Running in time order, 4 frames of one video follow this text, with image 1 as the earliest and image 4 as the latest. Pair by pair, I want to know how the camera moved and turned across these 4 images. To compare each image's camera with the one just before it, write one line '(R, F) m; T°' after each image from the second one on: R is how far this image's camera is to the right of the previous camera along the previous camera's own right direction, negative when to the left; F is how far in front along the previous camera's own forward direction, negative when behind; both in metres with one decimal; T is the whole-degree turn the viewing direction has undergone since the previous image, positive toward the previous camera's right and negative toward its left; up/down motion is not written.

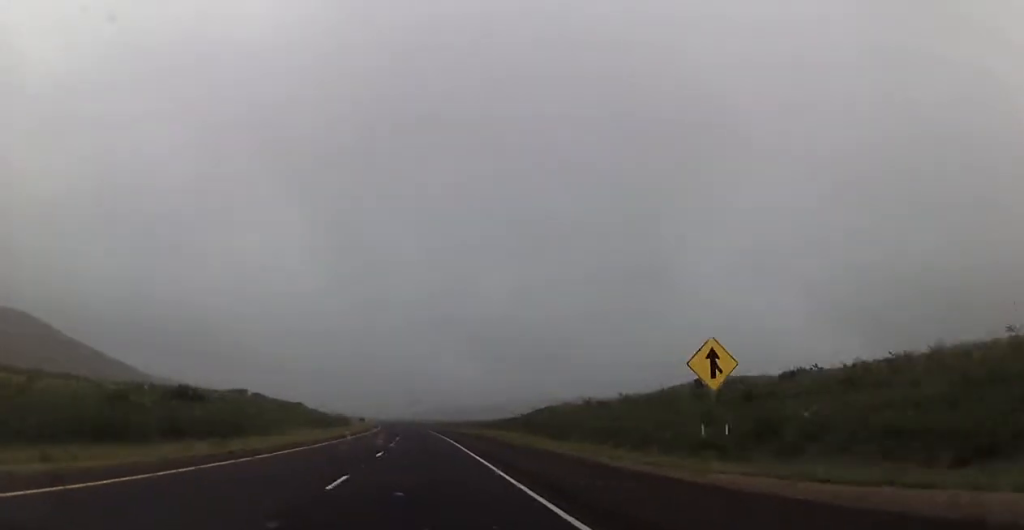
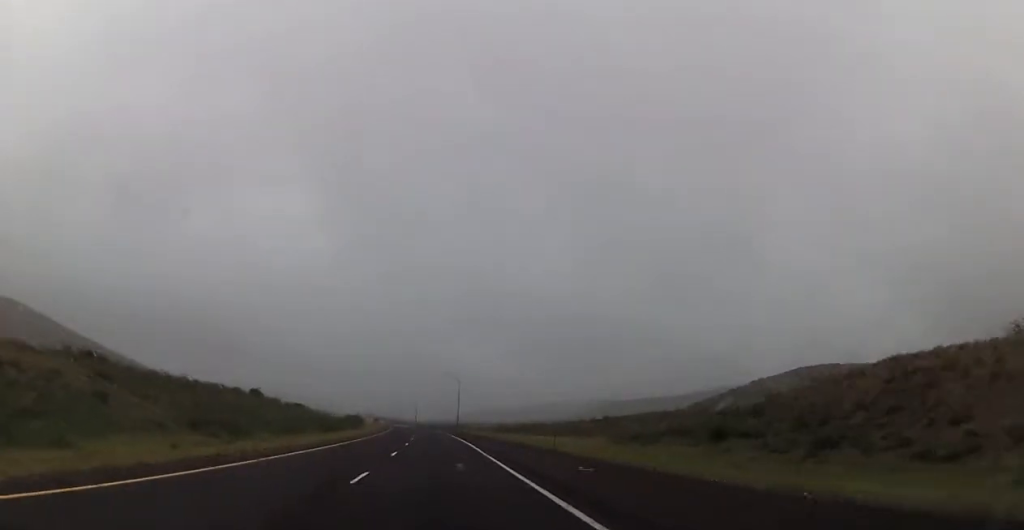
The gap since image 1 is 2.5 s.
(-3.7, +86.0) m; -4°
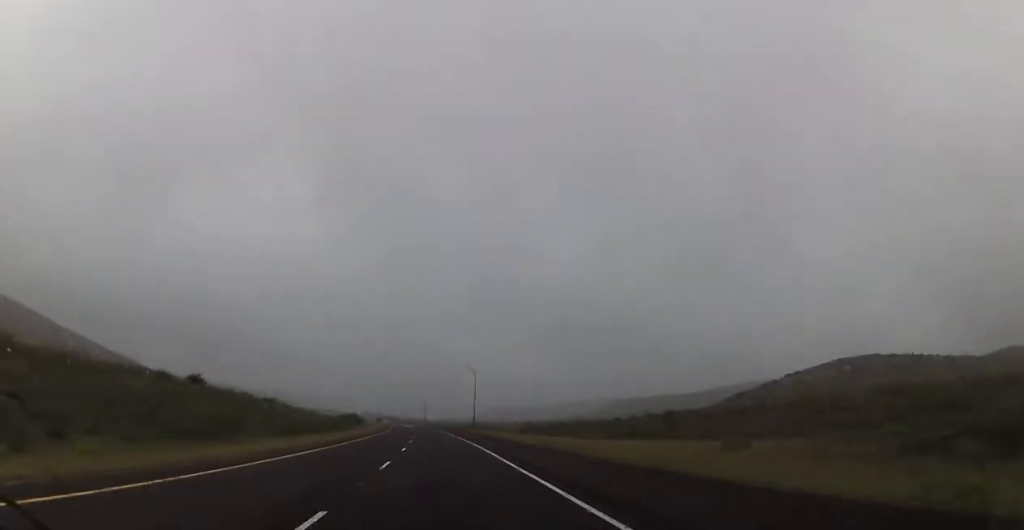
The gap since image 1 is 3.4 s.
(-0.3, +32.5) m; -1°
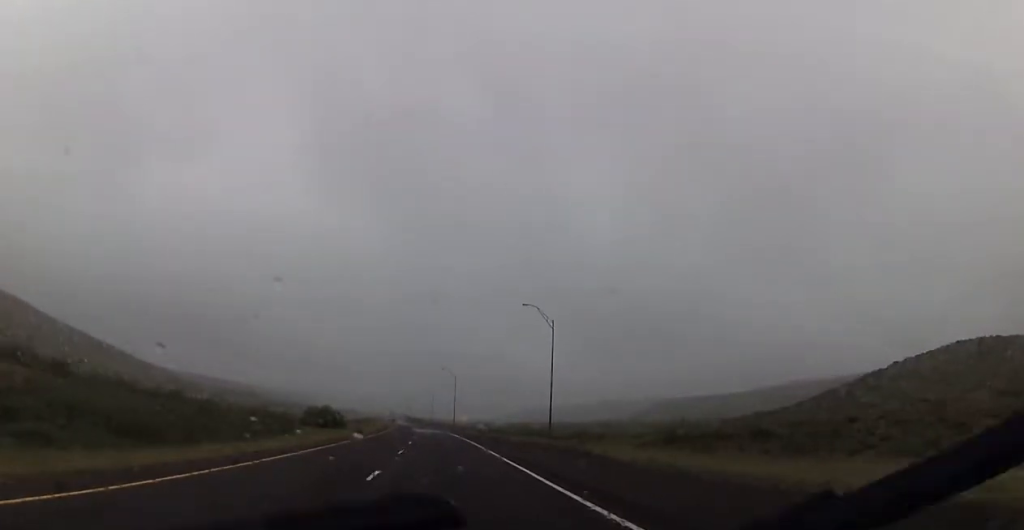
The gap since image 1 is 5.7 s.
(-1.1, +78.7) m; -2°
